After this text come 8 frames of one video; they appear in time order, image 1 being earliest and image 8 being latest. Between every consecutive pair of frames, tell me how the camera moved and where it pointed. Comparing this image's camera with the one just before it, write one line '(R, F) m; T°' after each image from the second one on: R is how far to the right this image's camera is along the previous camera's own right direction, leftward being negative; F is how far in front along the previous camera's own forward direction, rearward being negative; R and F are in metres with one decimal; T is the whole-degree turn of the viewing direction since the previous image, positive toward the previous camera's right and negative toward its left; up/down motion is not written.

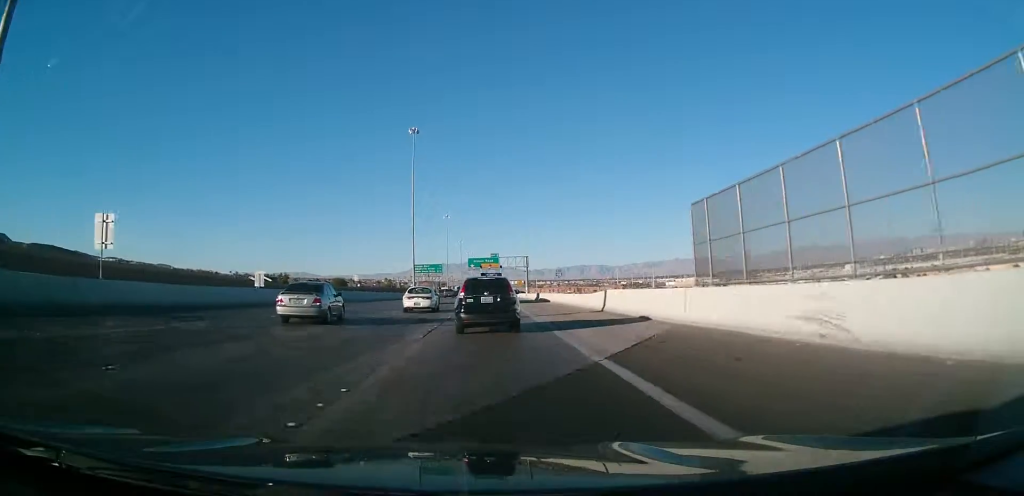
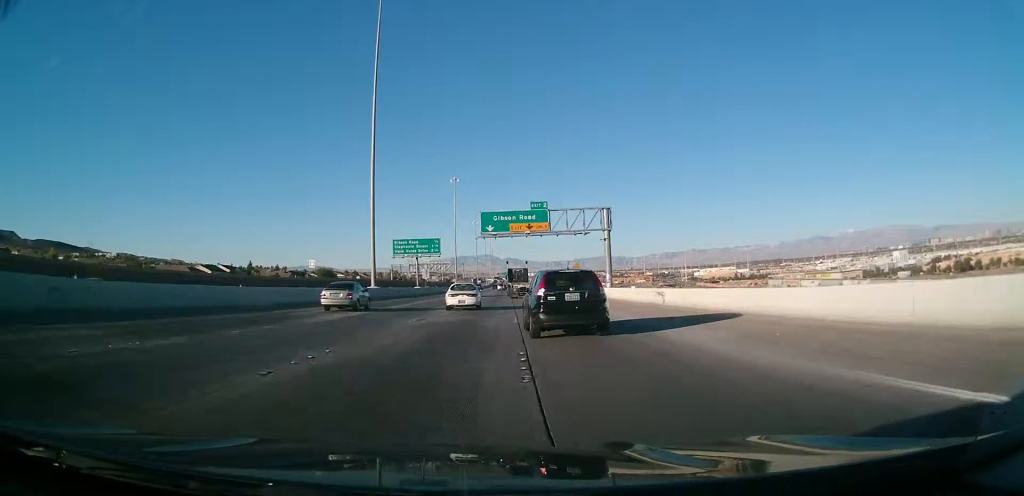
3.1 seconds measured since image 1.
(+1.4, +67.2) m; 0°
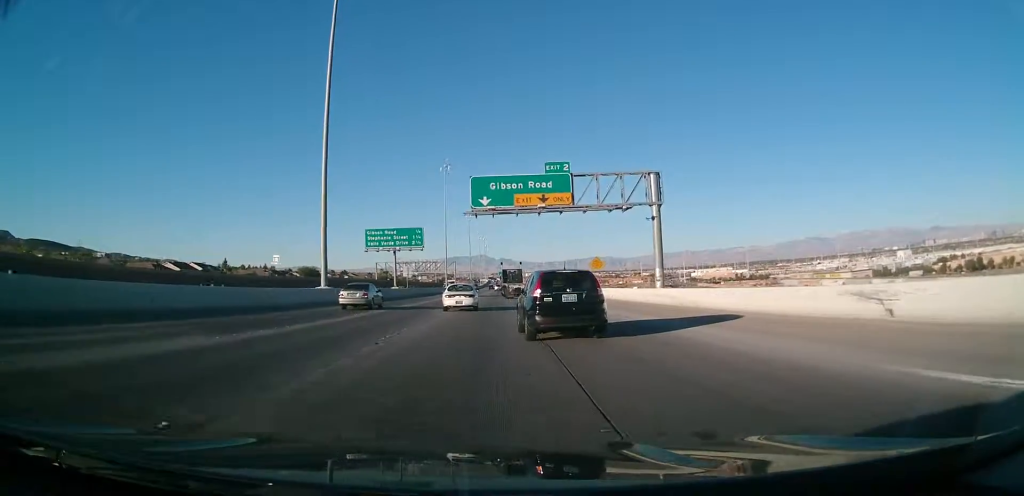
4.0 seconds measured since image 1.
(-0.3, +19.2) m; -1°
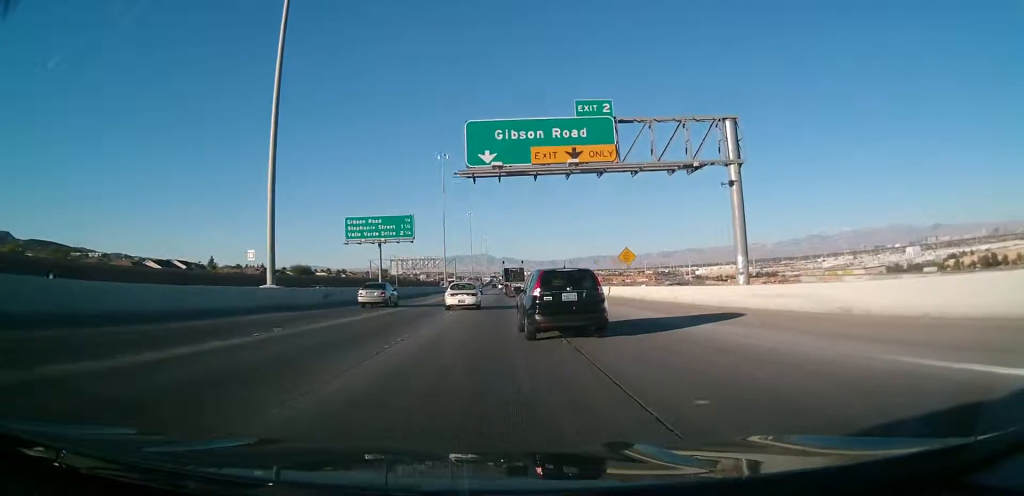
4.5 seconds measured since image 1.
(-0.1, +13.3) m; 0°
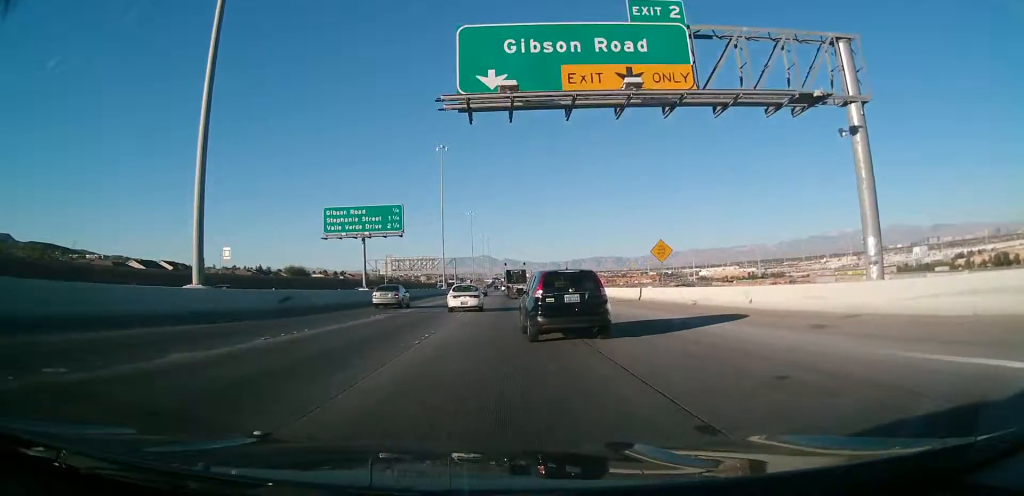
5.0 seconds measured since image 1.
(0.0, +10.4) m; +1°
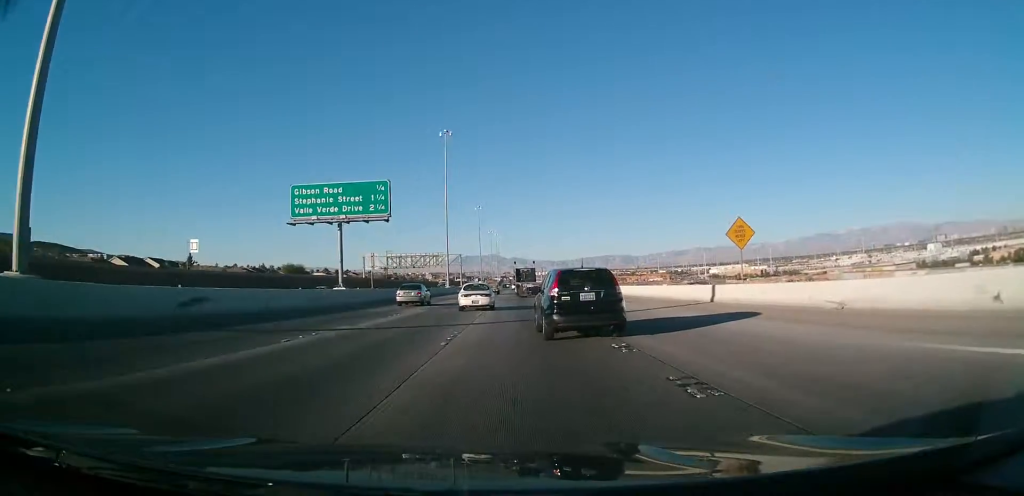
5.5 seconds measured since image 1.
(0.0, +12.9) m; +1°
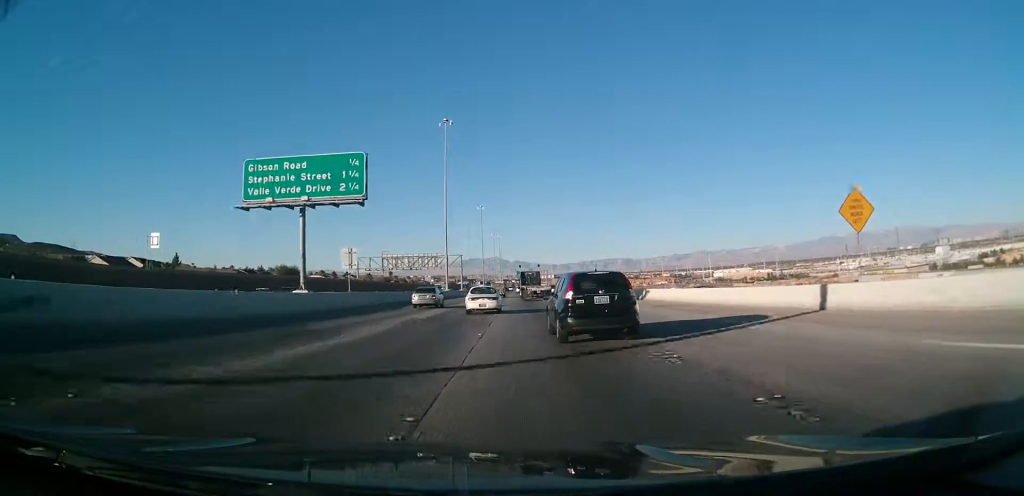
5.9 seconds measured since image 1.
(+0.3, +10.7) m; +1°
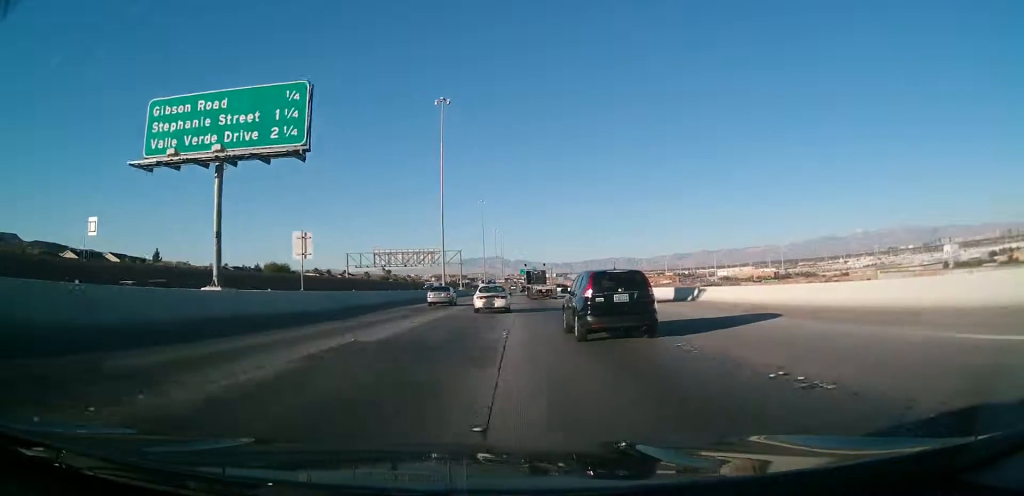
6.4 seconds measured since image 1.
(+0.2, +12.4) m; +1°
